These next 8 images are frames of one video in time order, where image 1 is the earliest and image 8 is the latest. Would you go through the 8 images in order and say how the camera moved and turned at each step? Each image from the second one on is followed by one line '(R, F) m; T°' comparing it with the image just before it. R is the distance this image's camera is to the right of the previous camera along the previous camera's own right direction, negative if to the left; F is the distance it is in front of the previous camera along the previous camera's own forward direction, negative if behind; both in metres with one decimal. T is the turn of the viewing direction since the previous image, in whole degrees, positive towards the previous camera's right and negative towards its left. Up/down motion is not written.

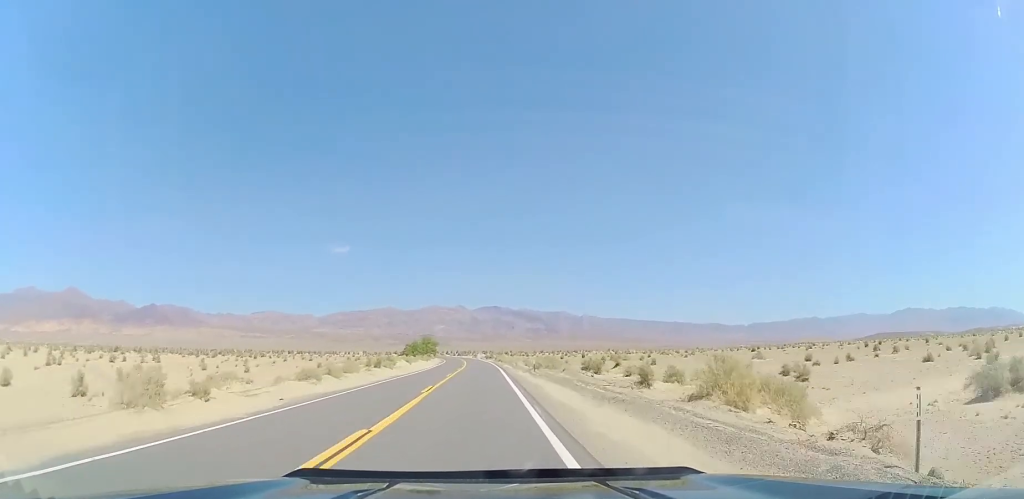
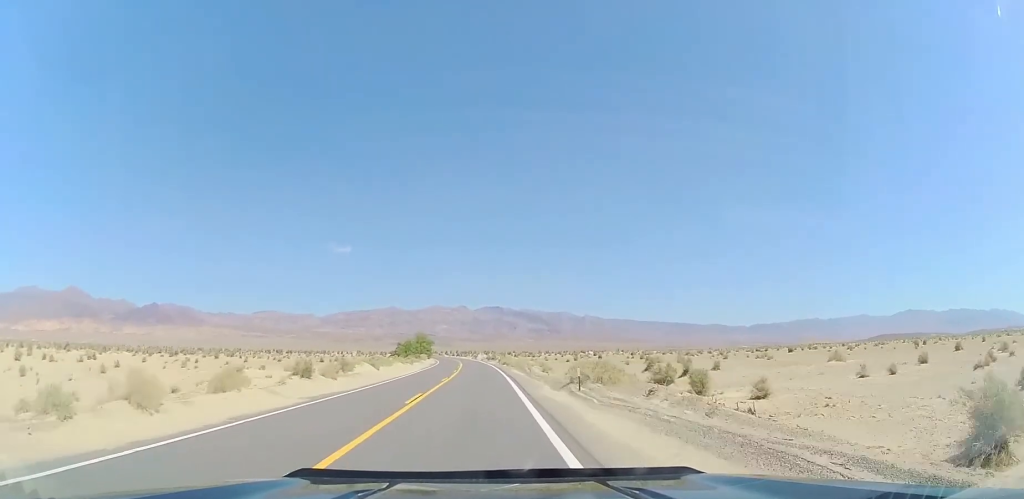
(0.0, +19.3) m; 0°
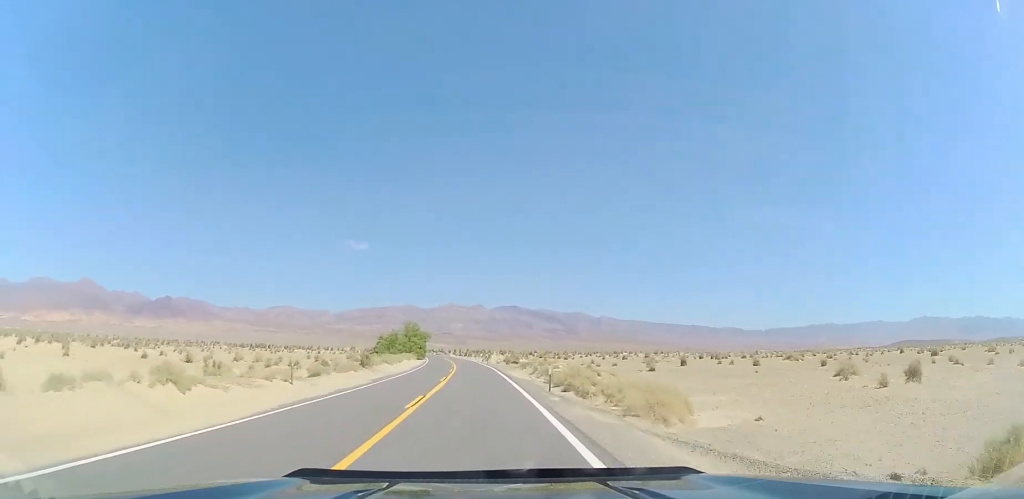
(-0.5, +45.6) m; -2°
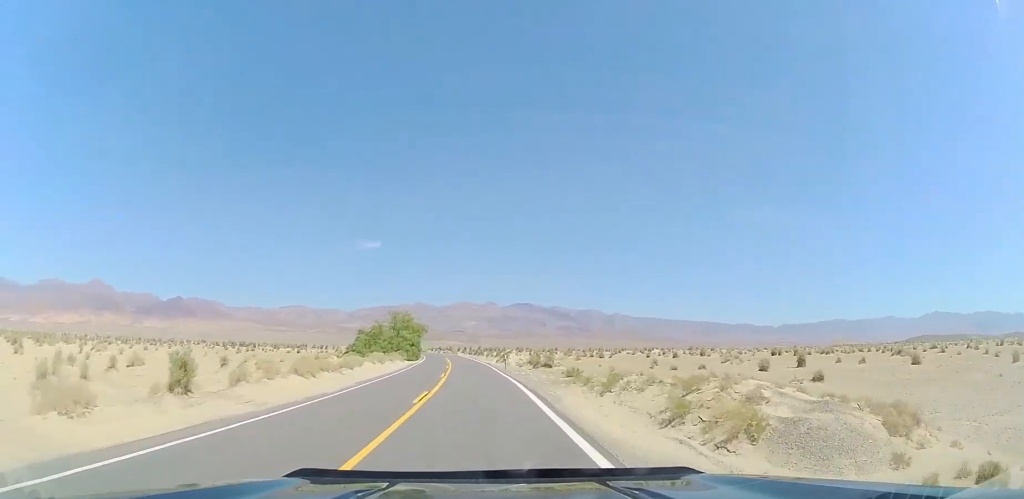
(-0.5, +28.1) m; -1°
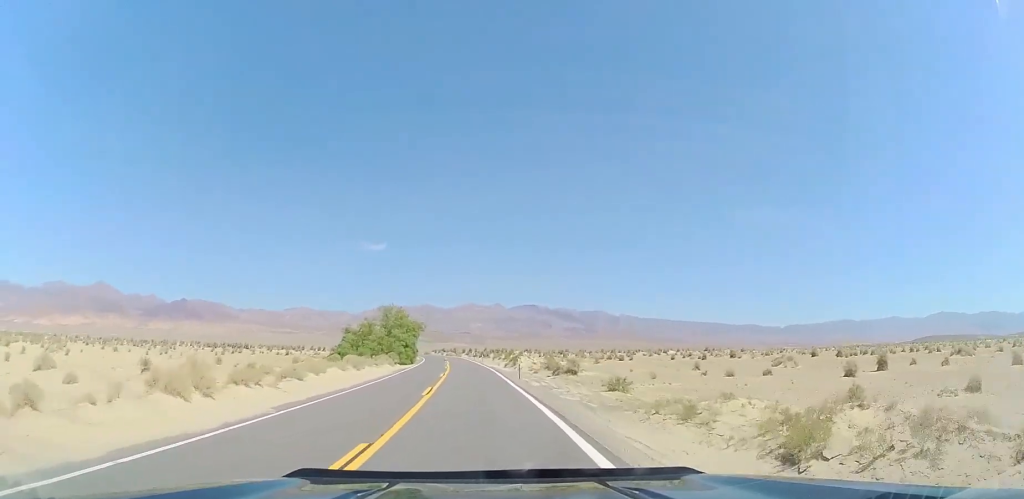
(-0.1, +11.4) m; 0°
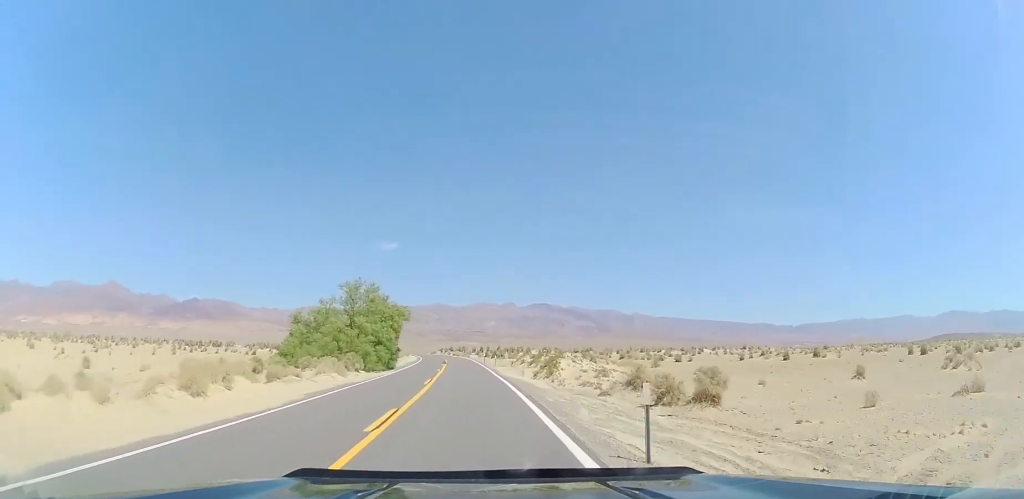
(0.0, +23.8) m; 0°
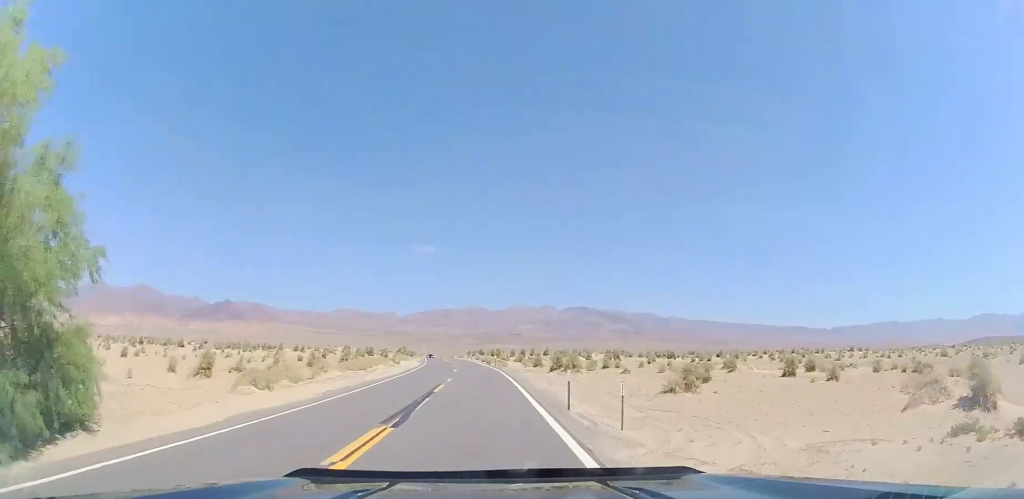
(-1.4, +46.1) m; -5°
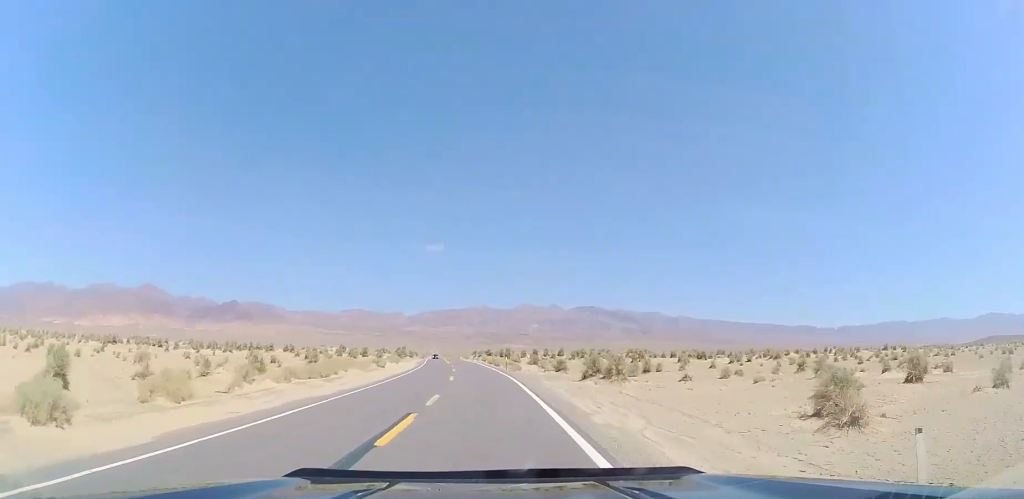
(-0.2, +12.6) m; -1°
